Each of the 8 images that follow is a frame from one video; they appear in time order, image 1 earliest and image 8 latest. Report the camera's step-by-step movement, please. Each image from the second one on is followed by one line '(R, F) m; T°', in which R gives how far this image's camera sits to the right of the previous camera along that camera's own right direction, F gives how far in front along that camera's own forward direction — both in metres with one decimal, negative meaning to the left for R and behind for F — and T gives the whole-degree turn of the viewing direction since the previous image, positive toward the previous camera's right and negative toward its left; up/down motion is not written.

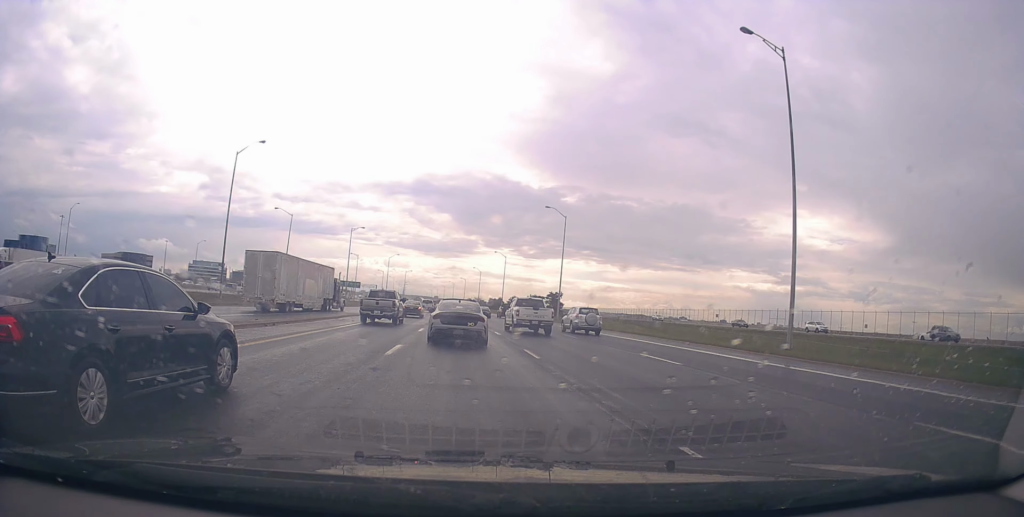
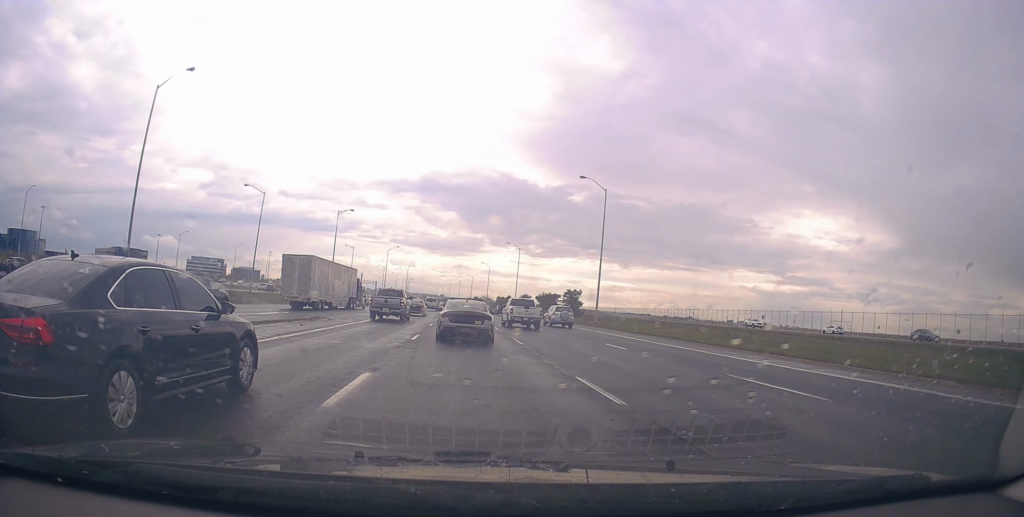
(-0.3, +18.6) m; -2°
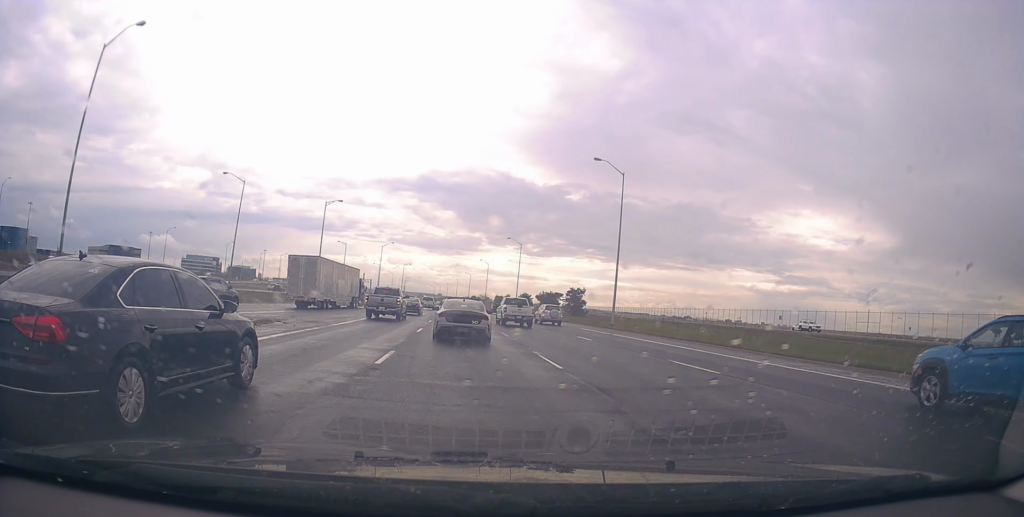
(0.0, +7.8) m; -1°
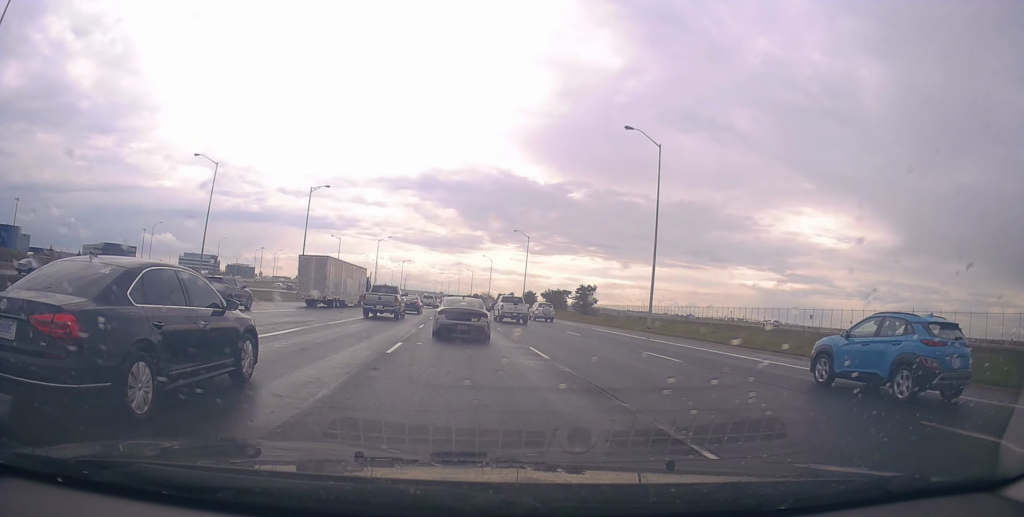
(-0.2, +10.2) m; -1°
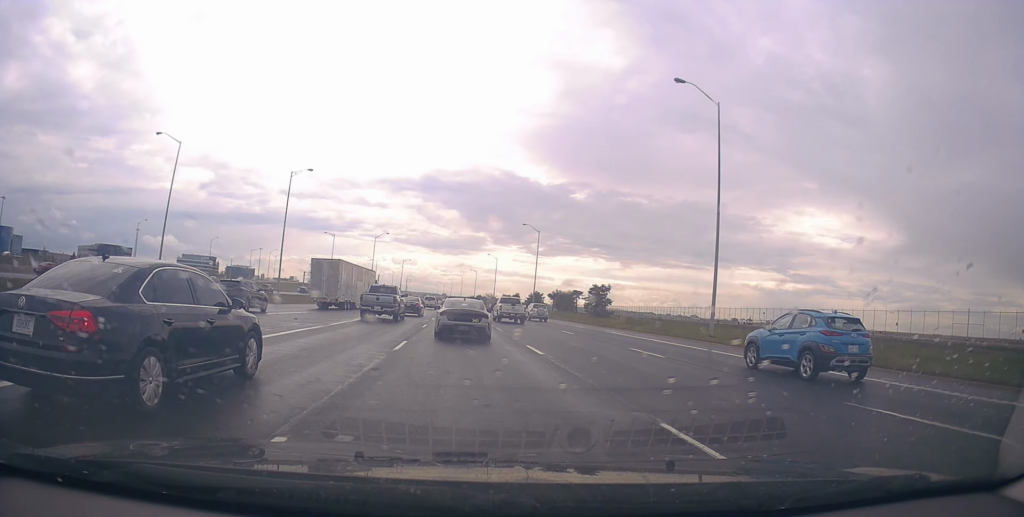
(0.0, +10.8) m; +2°
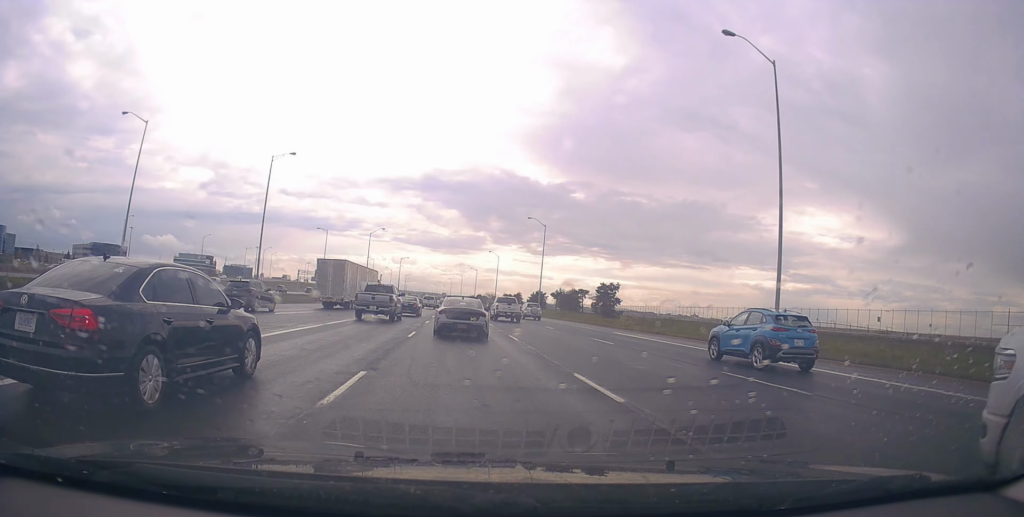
(+0.2, +7.8) m; +1°
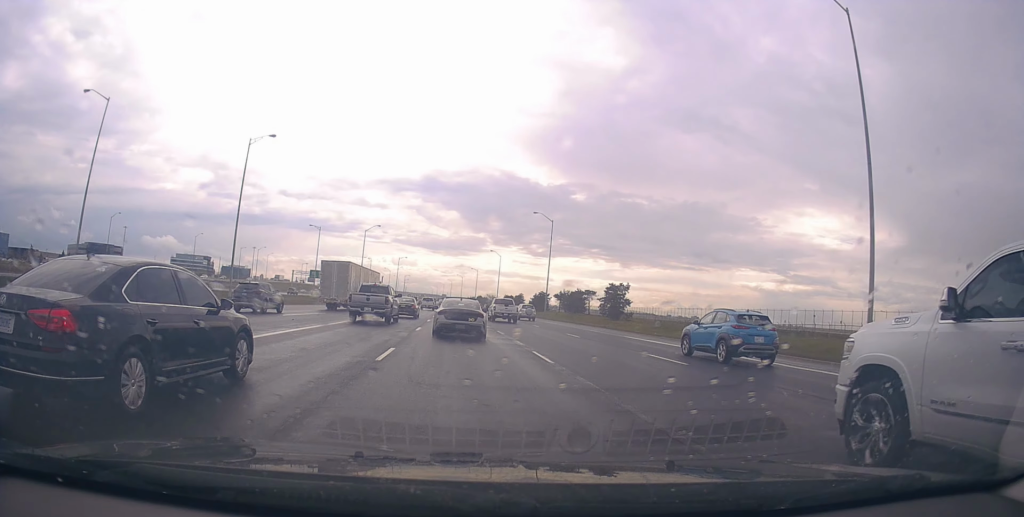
(+0.2, +7.3) m; 0°
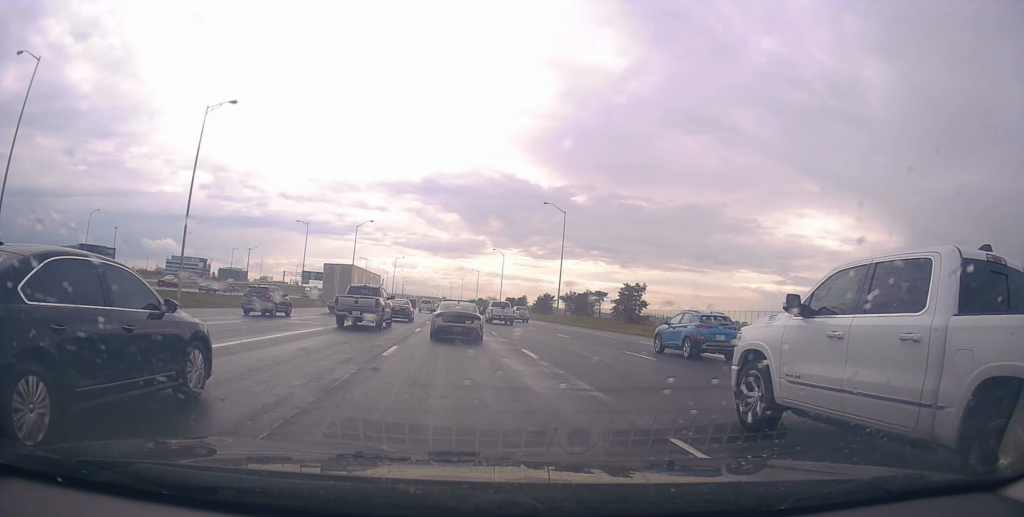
(-0.2, +10.1) m; -2°
